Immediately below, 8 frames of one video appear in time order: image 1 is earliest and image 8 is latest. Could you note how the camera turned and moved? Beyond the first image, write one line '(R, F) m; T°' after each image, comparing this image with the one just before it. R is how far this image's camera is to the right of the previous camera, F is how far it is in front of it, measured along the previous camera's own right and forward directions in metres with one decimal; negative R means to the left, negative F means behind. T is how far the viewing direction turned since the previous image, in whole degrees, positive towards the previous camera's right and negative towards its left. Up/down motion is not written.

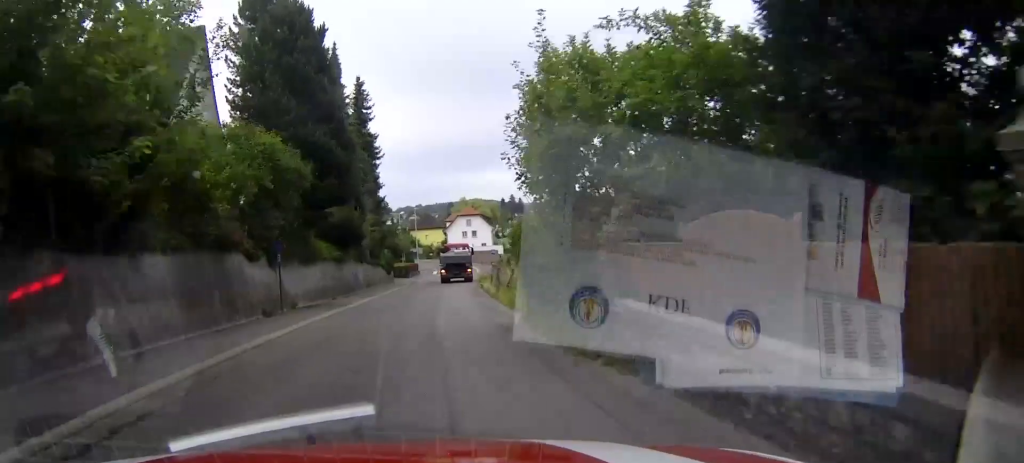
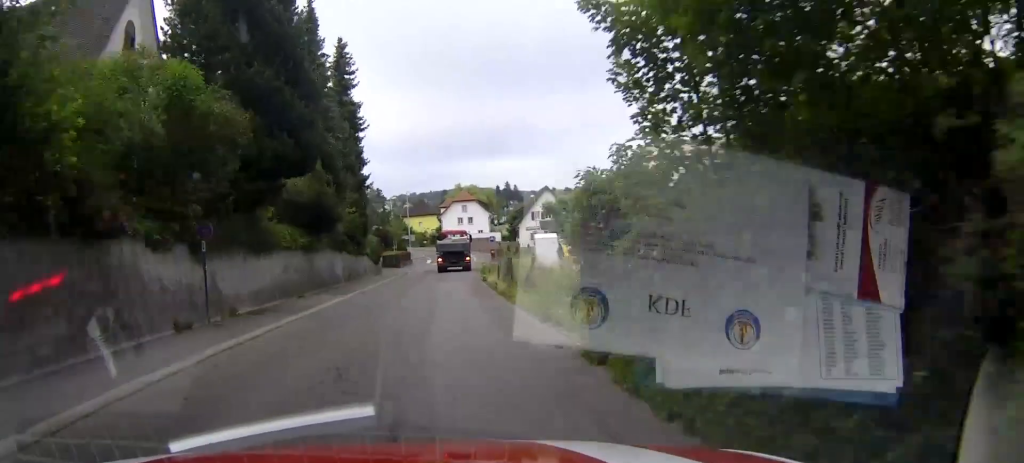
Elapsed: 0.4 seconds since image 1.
(0.0, +7.5) m; 0°
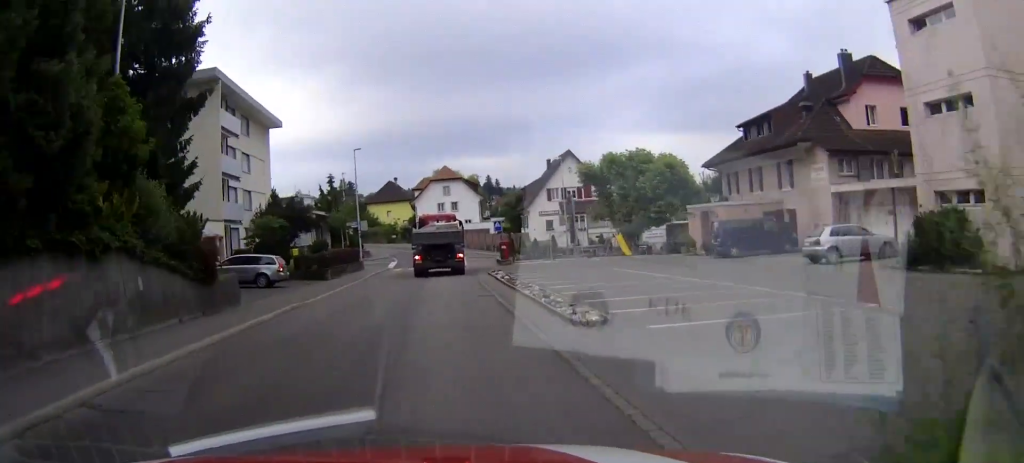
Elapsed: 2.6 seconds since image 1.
(+0.2, +34.4) m; +1°
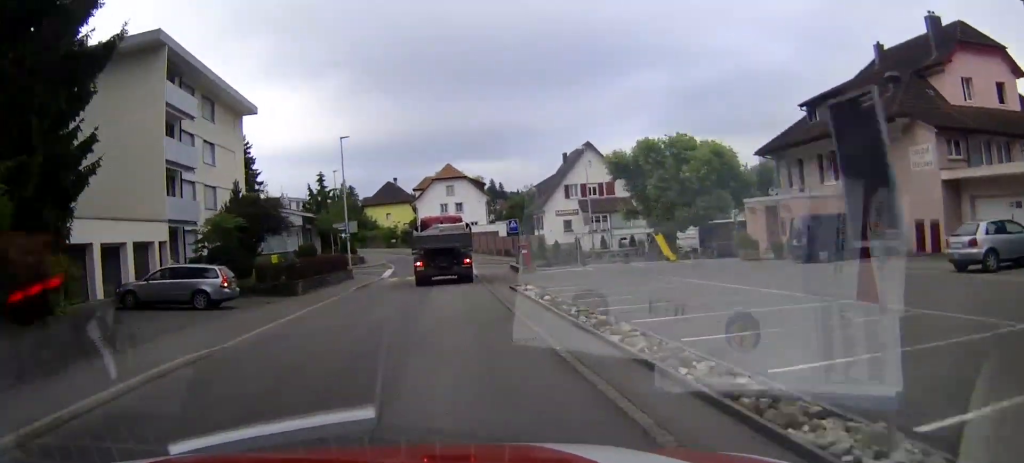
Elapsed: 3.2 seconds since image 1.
(0.0, +9.0) m; 0°
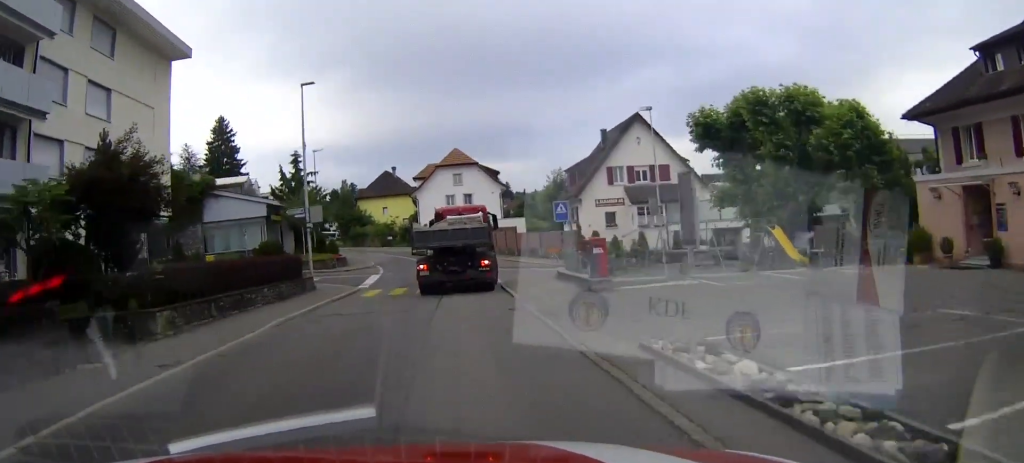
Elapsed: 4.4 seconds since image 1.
(-0.1, +16.5) m; 0°
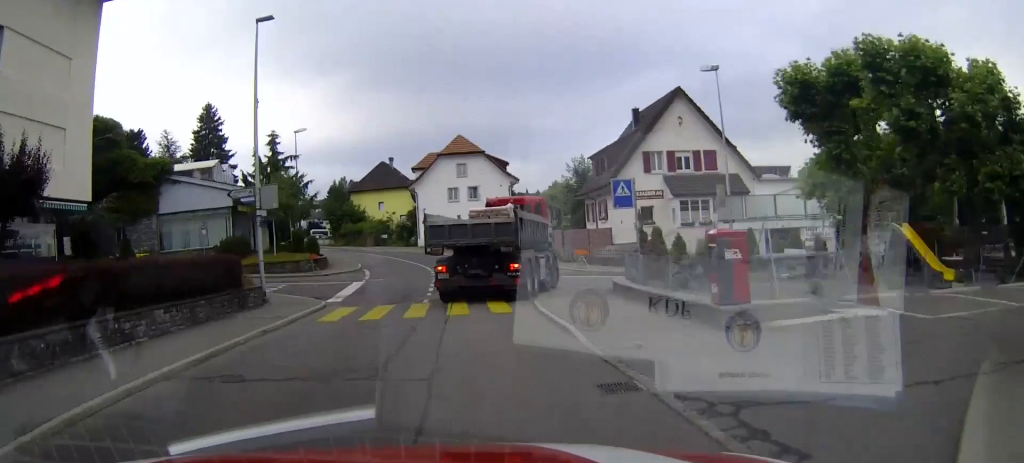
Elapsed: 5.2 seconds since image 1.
(+0.1, +9.6) m; +1°
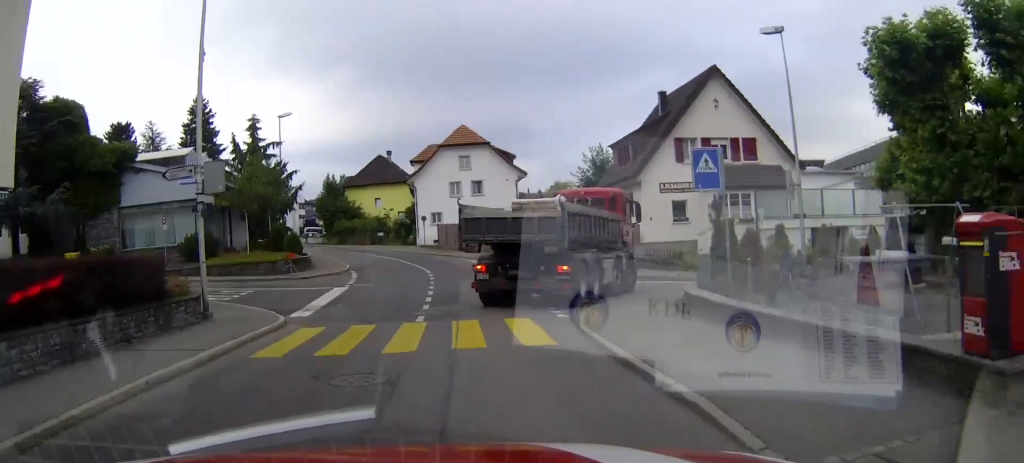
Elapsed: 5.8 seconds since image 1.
(0.0, +6.1) m; +1°
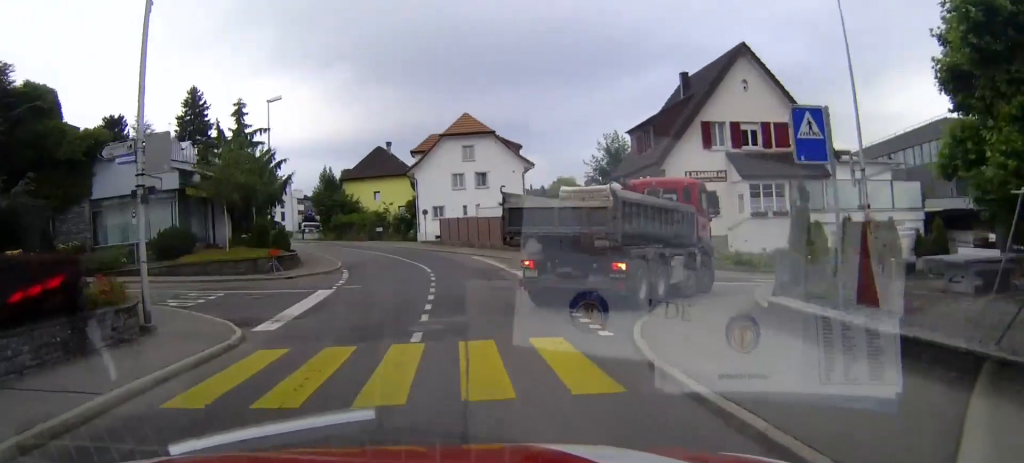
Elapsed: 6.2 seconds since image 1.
(0.0, +4.2) m; +1°
